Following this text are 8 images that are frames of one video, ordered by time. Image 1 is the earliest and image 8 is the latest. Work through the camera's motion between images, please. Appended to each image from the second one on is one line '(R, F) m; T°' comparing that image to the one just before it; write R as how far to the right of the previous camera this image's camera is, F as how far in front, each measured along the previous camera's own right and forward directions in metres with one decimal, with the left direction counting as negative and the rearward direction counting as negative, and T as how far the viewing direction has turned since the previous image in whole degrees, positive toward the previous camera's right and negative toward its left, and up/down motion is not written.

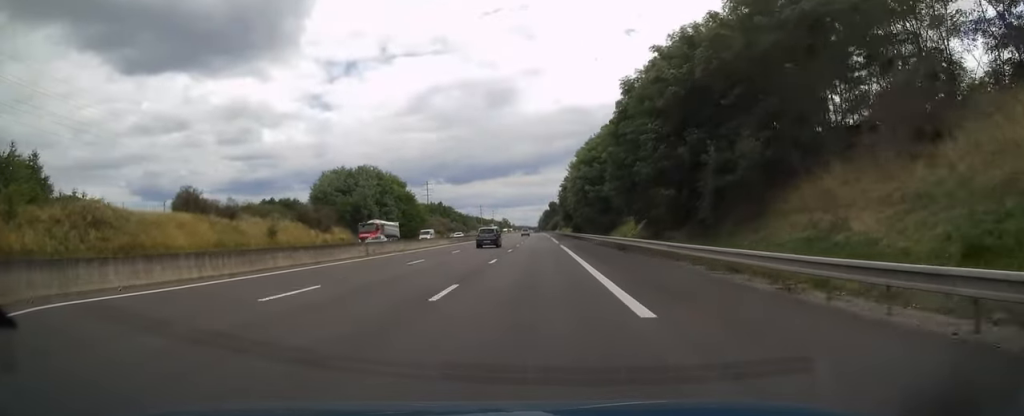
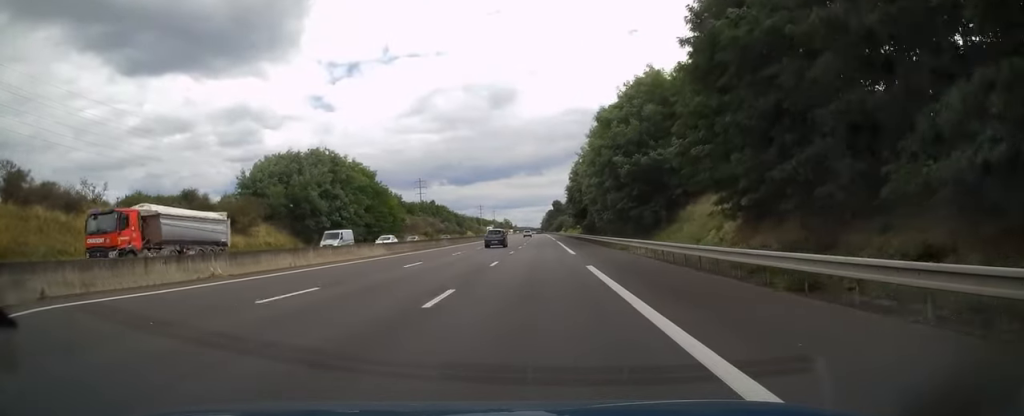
(-0.1, +27.0) m; 0°
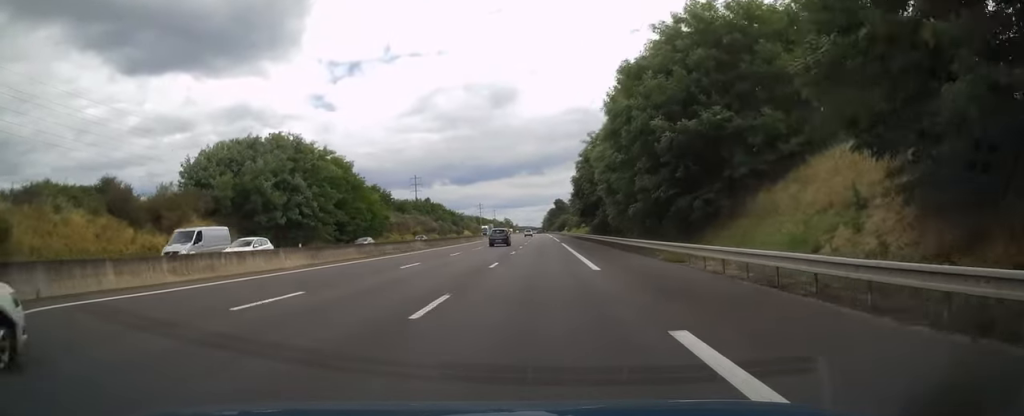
(0.0, +14.2) m; 0°
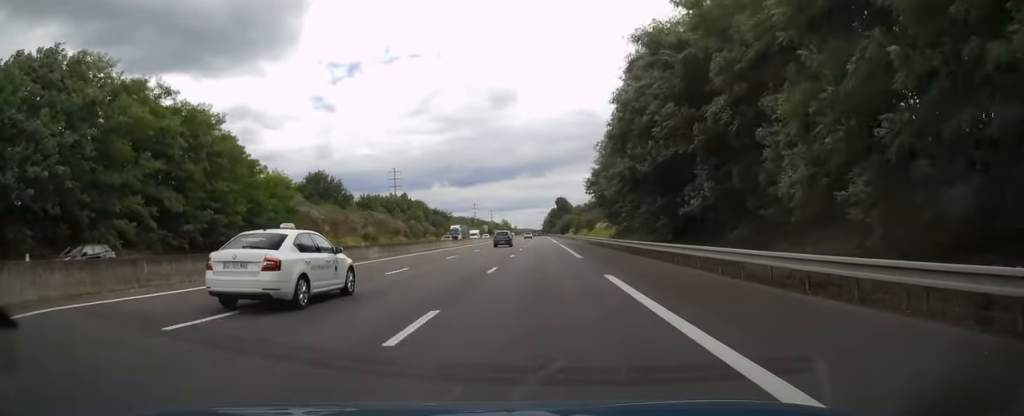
(-0.1, +41.2) m; 0°
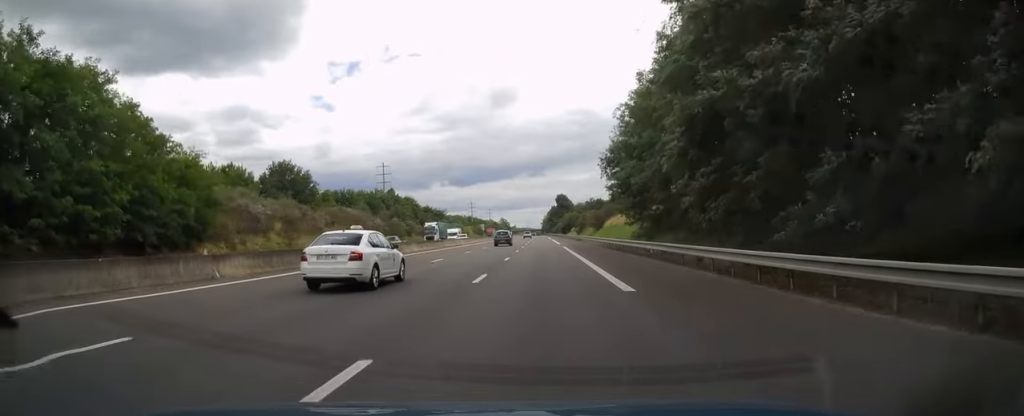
(0.0, +17.2) m; 0°
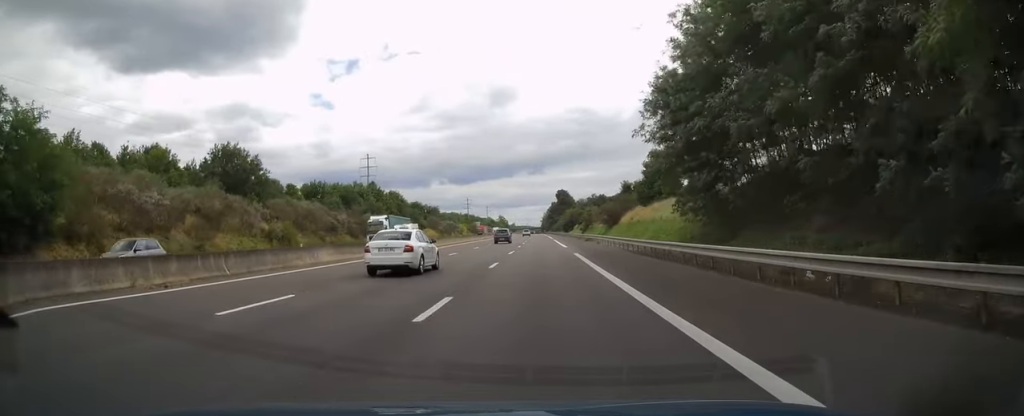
(0.0, +20.1) m; 0°
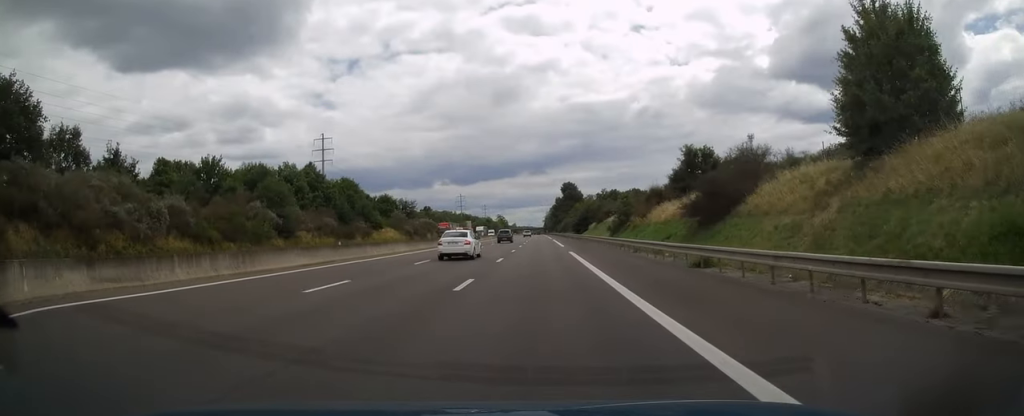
(0.0, +47.1) m; 0°
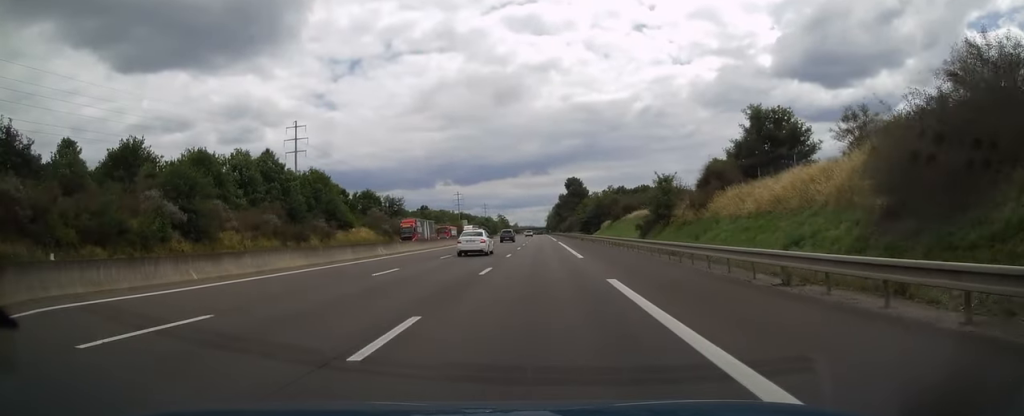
(-0.1, +20.6) m; 0°
